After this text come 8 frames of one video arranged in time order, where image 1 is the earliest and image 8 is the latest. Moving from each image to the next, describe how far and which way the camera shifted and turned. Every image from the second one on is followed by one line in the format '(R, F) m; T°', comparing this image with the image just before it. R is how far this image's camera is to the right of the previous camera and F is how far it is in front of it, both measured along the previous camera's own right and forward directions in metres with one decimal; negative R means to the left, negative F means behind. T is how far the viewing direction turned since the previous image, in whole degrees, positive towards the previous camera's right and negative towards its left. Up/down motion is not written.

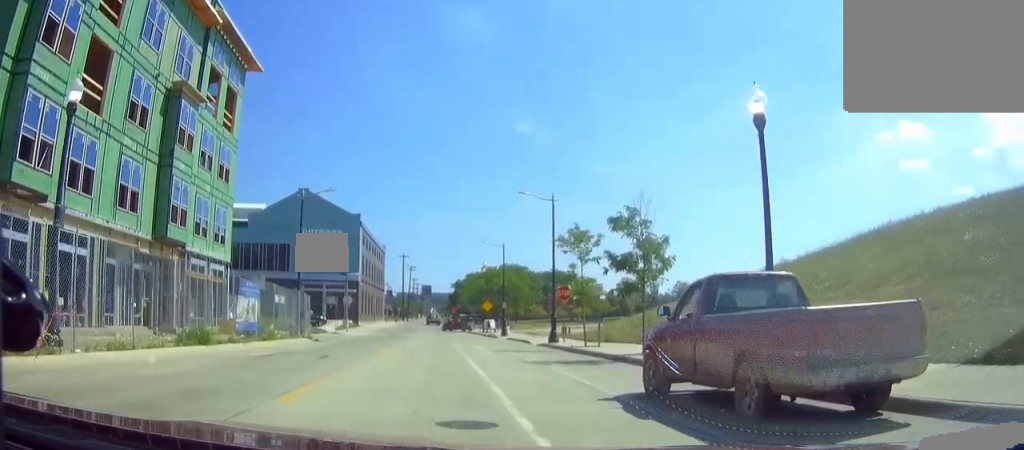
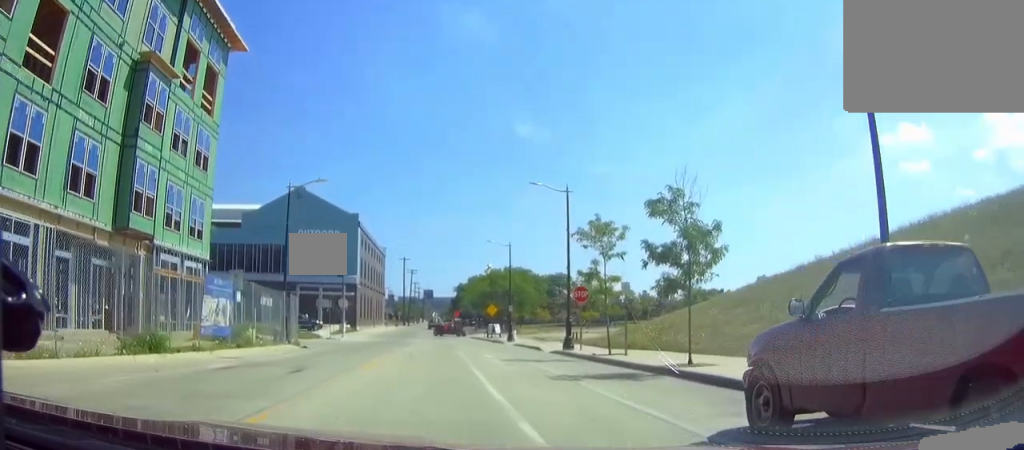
(0.0, +3.7) m; 0°
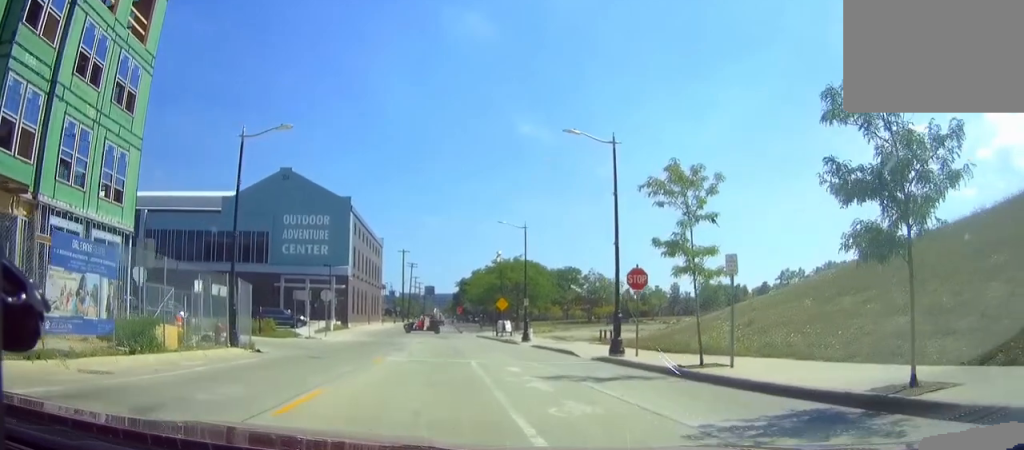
(-0.1, +8.6) m; 0°
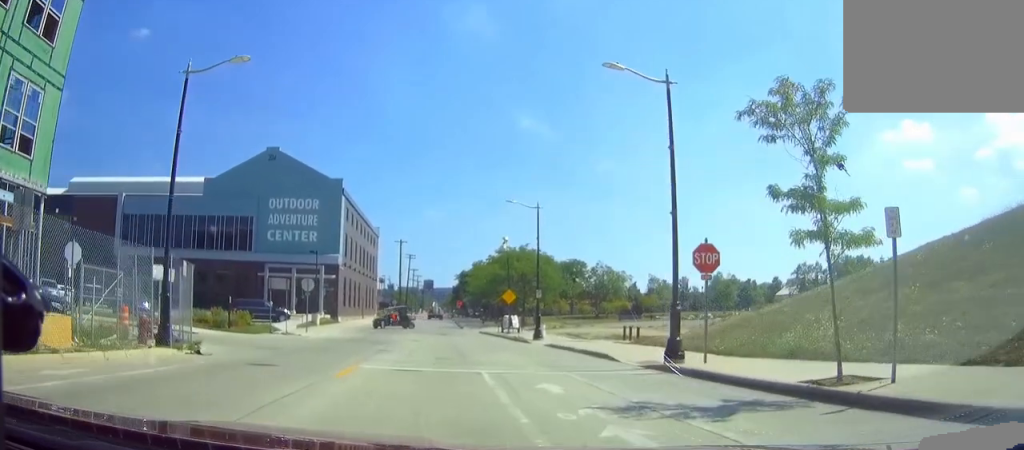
(0.0, +6.1) m; -1°
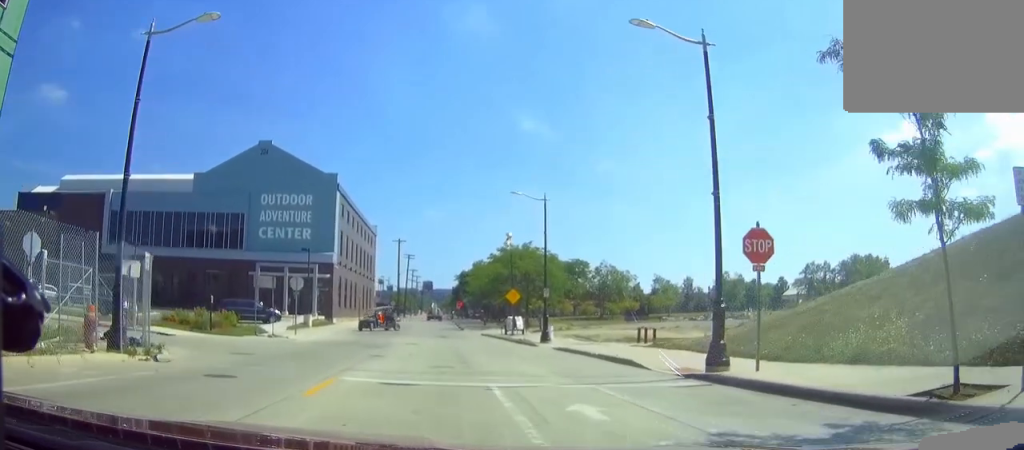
(0.0, +2.9) m; -1°
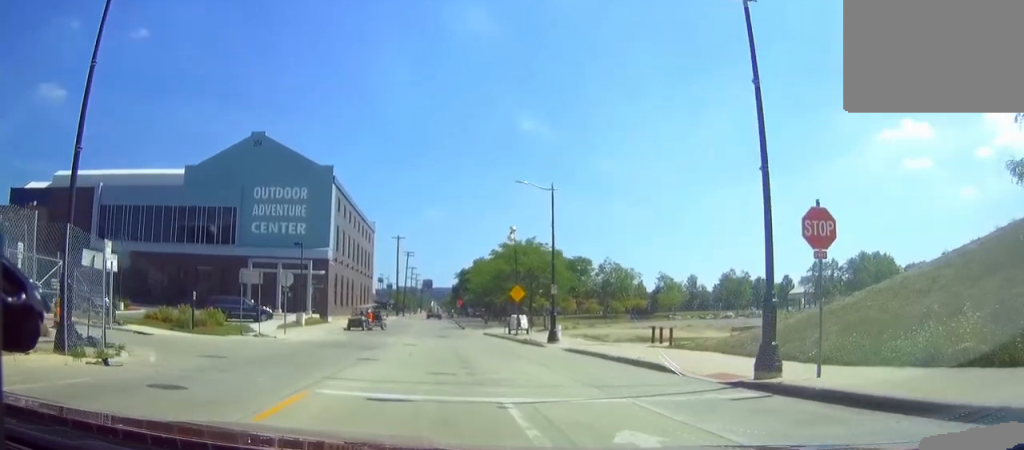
(0.0, +2.3) m; -1°
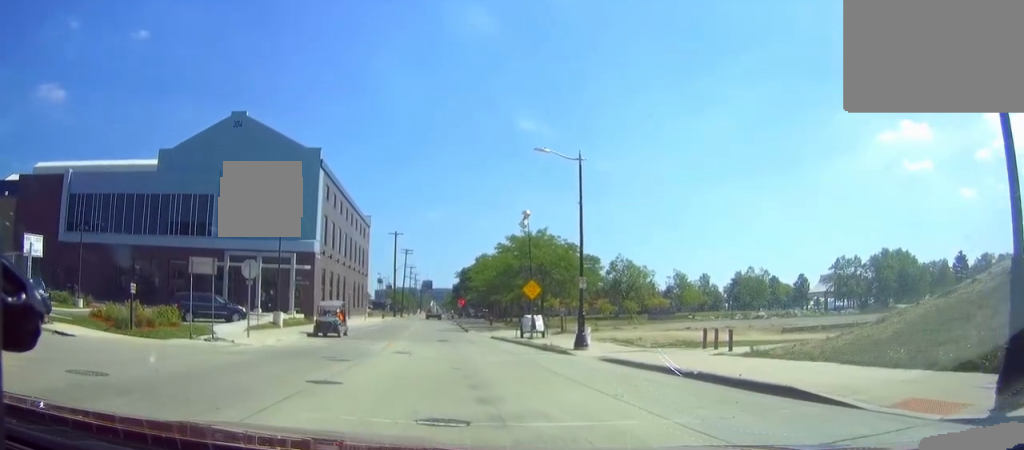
(-0.2, +7.0) m; -3°
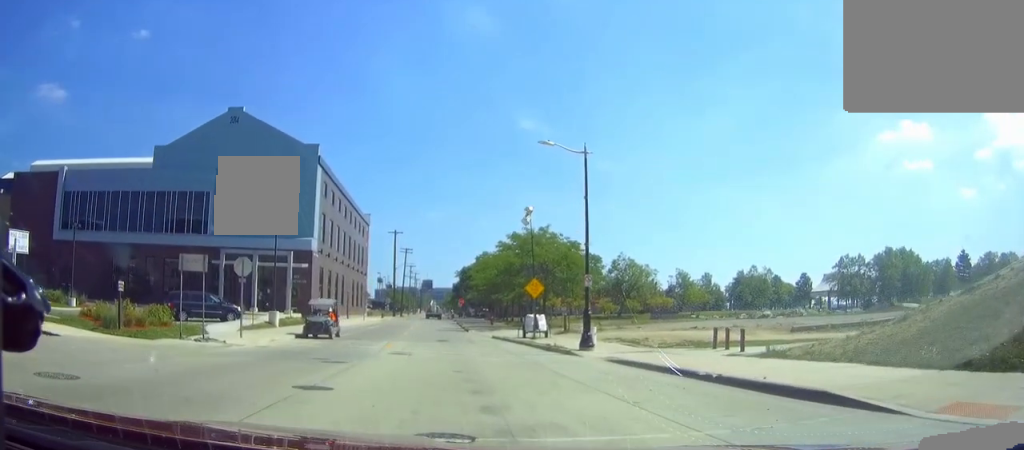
(0.0, +1.4) m; 0°
